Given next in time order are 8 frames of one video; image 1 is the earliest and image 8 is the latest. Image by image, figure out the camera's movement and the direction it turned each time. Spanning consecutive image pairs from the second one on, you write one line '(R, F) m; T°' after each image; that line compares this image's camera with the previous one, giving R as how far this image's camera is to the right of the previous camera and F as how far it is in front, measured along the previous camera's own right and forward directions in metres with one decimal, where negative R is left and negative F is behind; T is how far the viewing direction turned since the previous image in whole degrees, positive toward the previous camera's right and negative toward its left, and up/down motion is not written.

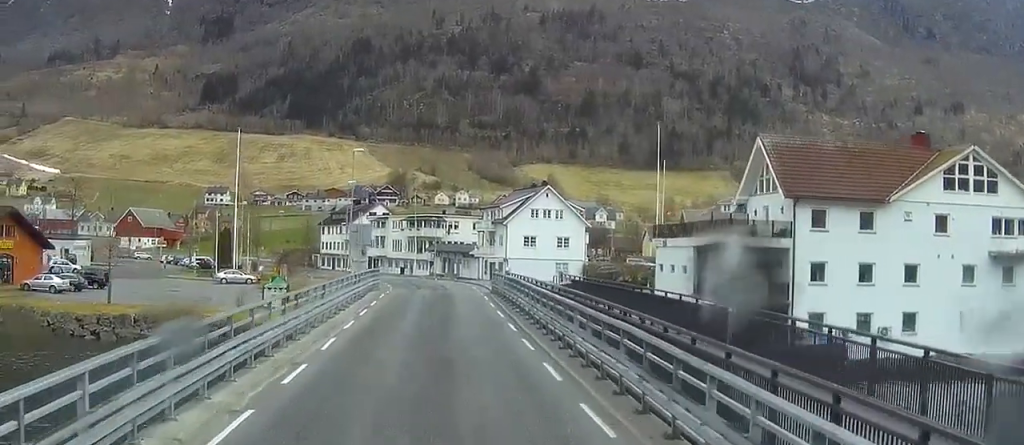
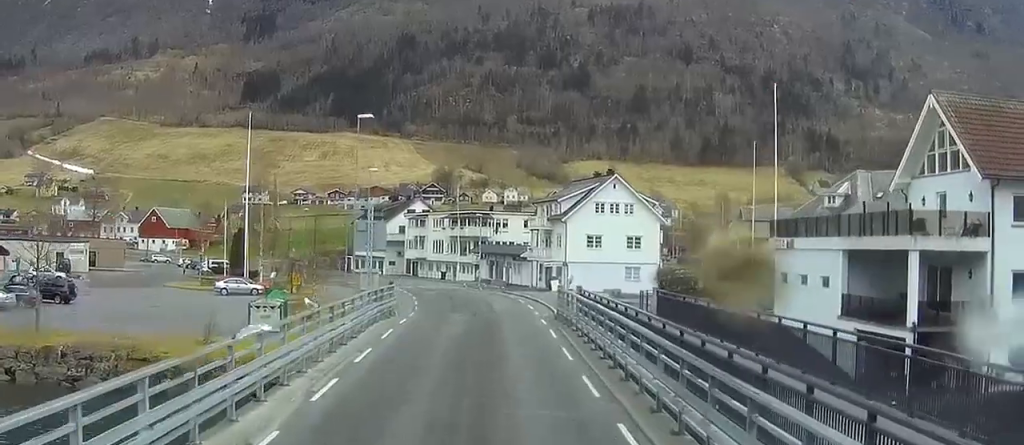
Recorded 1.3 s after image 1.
(0.0, +18.4) m; 0°
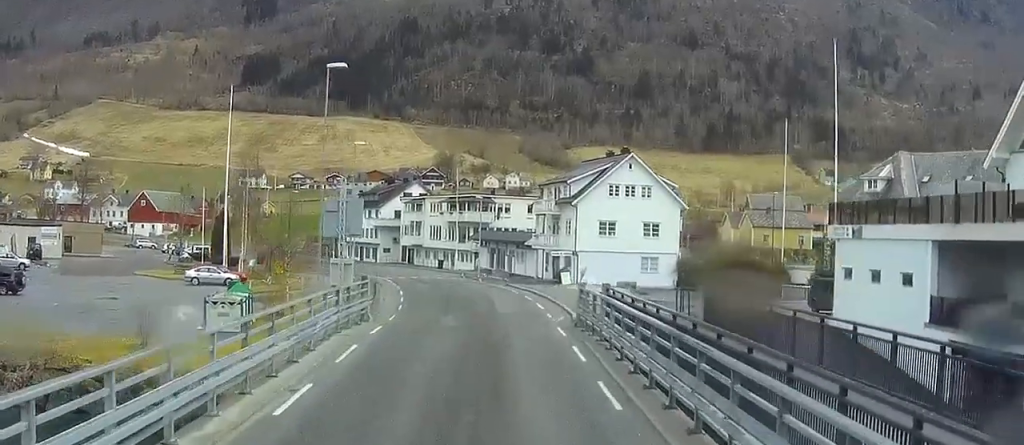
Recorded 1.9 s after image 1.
(0.0, +9.1) m; 0°
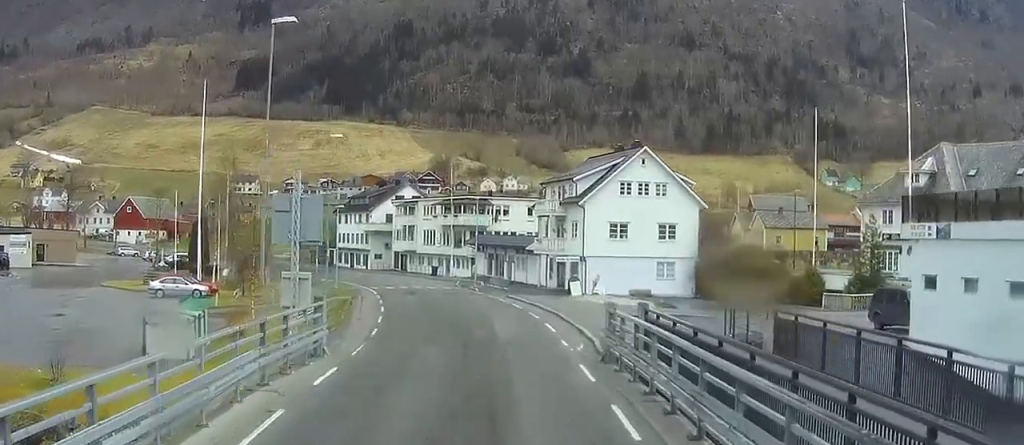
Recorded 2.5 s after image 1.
(0.0, +8.4) m; 0°
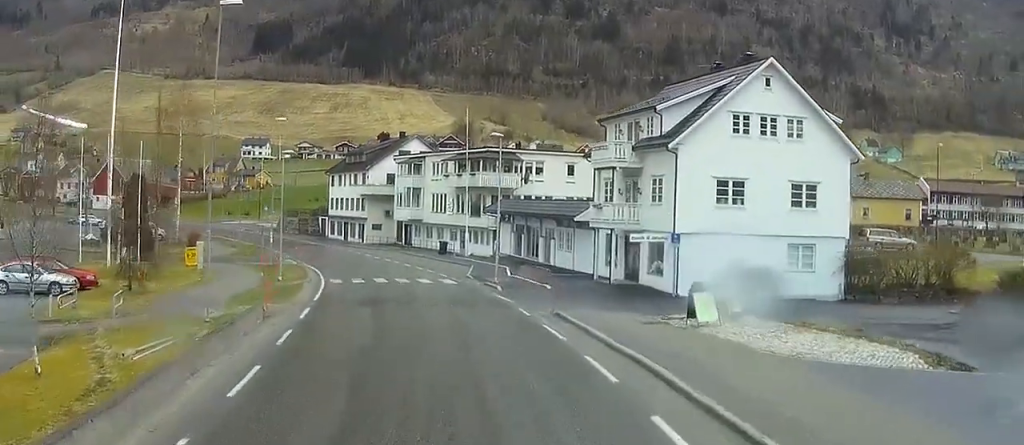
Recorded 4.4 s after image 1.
(0.0, +26.3) m; 0°
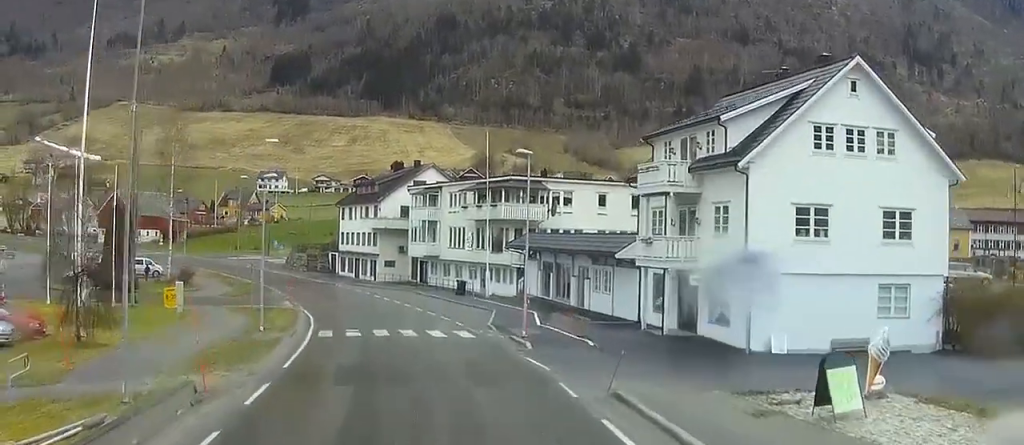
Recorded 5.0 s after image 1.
(0.0, +7.8) m; 0°
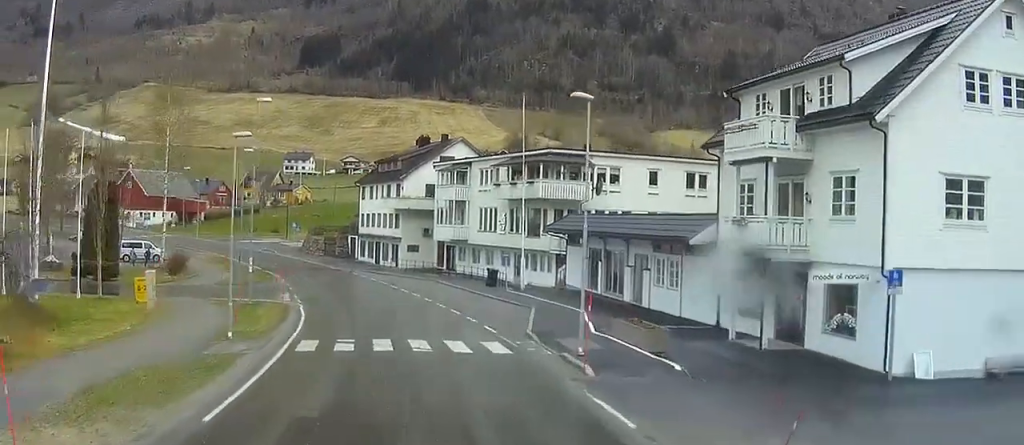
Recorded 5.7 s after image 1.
(0.0, +8.9) m; 0°
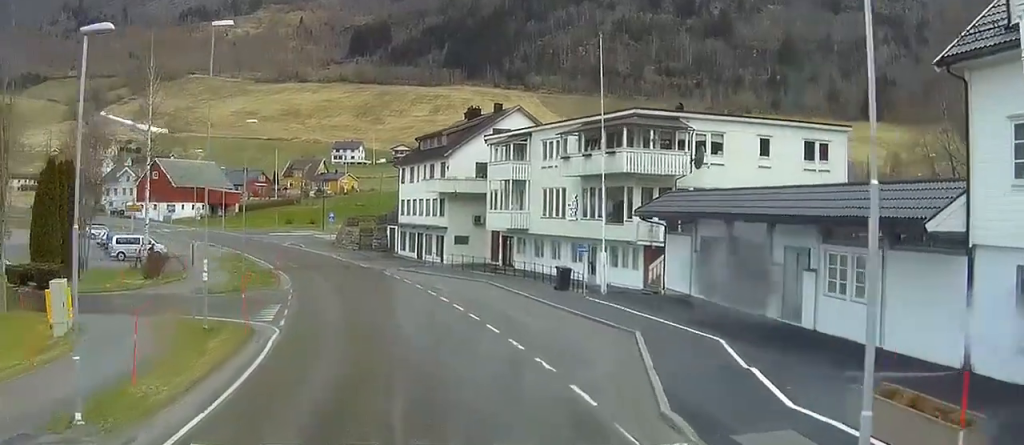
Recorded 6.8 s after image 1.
(-0.2, +14.5) m; -4°
